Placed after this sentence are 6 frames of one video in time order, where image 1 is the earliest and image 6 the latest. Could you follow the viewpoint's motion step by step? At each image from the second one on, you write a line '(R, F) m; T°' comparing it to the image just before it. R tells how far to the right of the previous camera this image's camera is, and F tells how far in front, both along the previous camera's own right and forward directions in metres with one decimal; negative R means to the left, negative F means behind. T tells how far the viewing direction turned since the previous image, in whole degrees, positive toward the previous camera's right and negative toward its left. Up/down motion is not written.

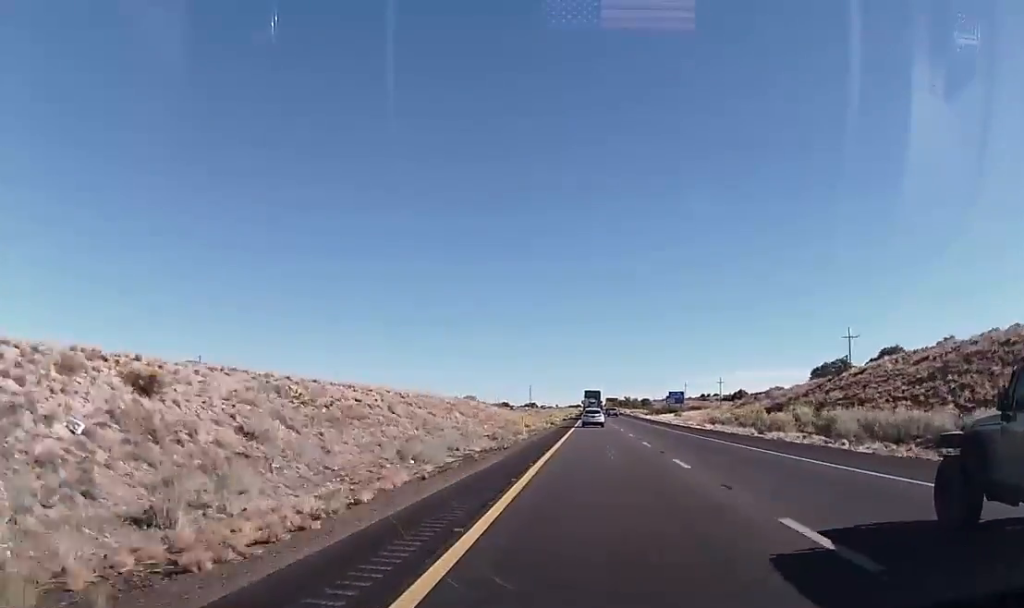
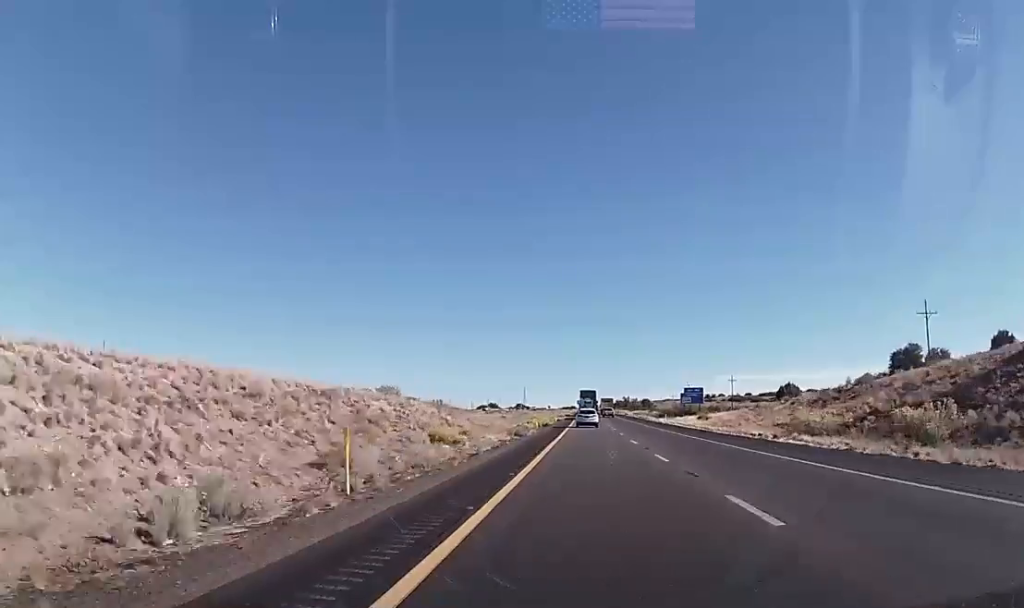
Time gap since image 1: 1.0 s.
(+0.4, +34.5) m; 0°
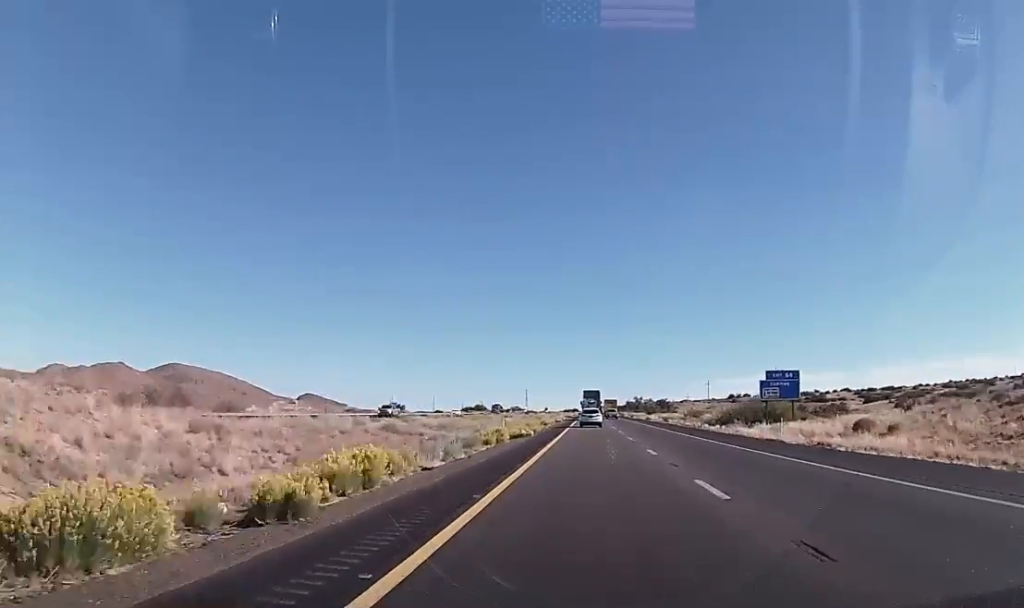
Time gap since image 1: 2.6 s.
(-0.2, +59.3) m; +1°
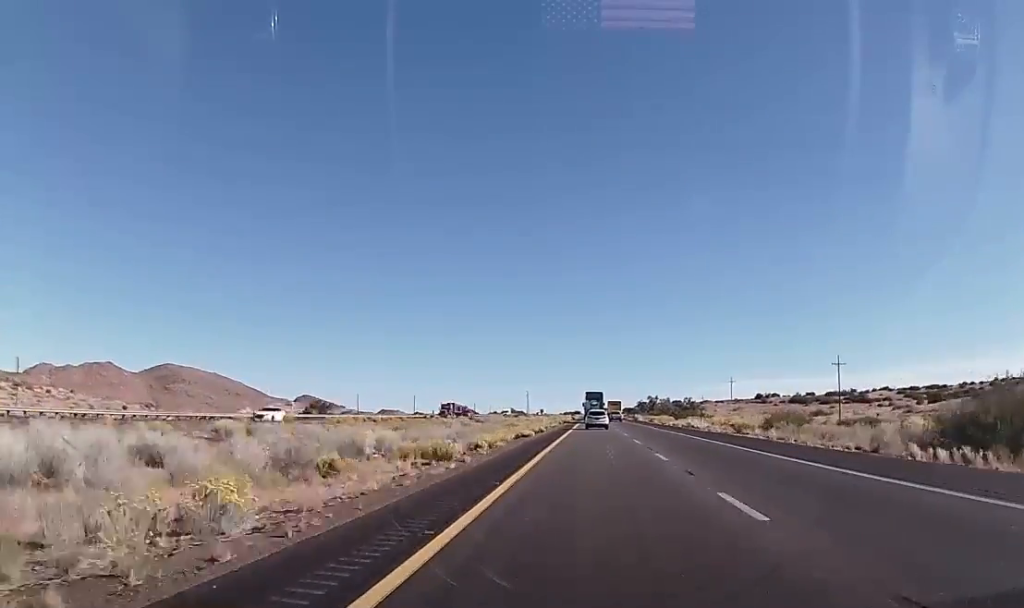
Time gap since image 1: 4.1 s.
(+0.4, +51.9) m; 0°
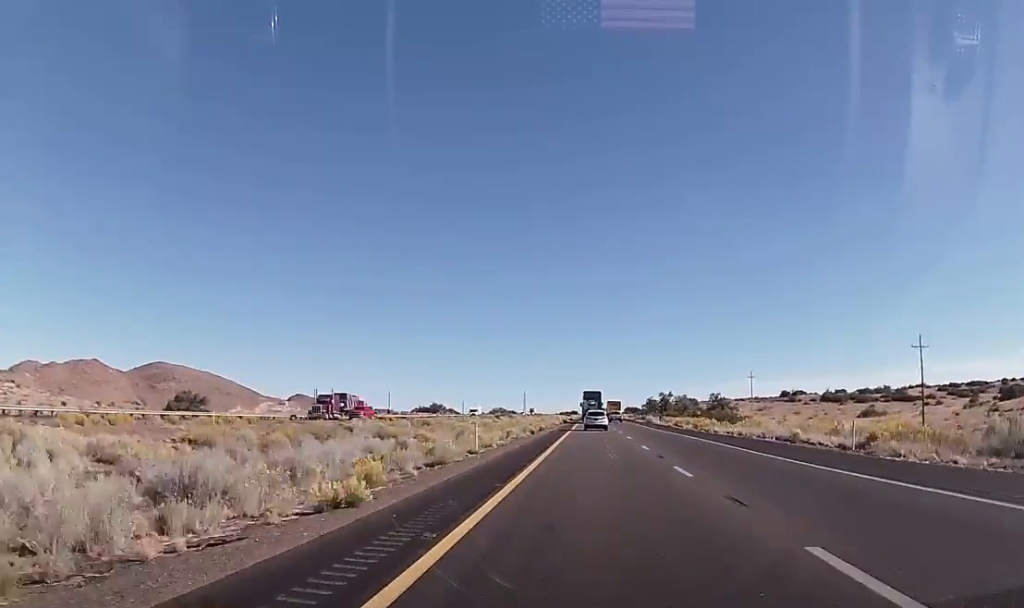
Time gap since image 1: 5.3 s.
(-0.4, +42.4) m; 0°
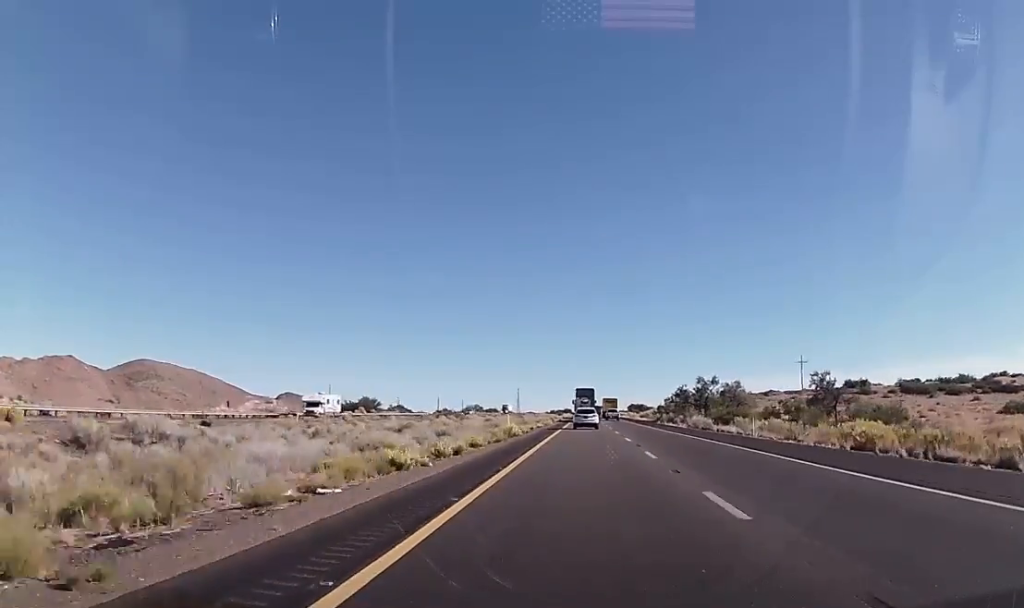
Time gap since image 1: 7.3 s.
(+0.5, +69.3) m; 0°
